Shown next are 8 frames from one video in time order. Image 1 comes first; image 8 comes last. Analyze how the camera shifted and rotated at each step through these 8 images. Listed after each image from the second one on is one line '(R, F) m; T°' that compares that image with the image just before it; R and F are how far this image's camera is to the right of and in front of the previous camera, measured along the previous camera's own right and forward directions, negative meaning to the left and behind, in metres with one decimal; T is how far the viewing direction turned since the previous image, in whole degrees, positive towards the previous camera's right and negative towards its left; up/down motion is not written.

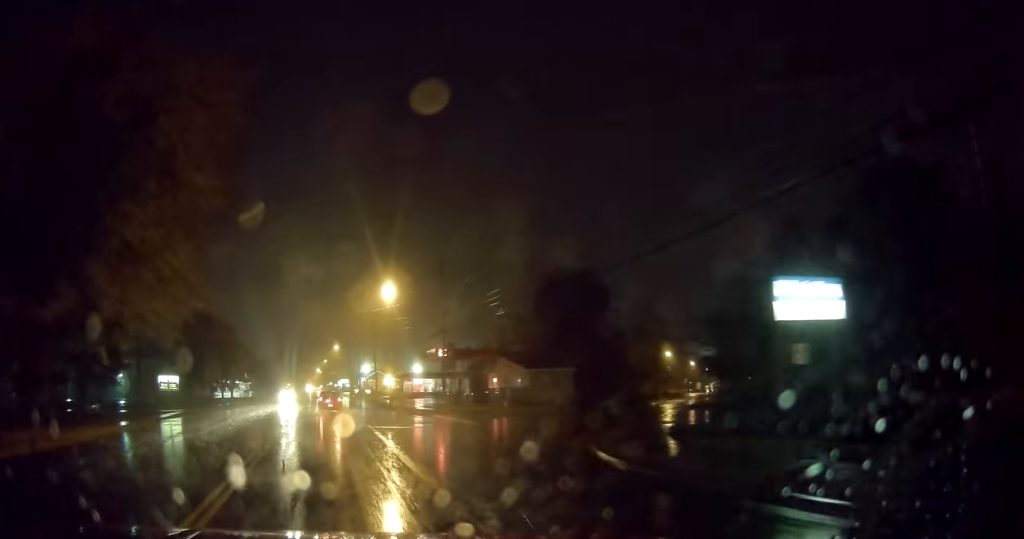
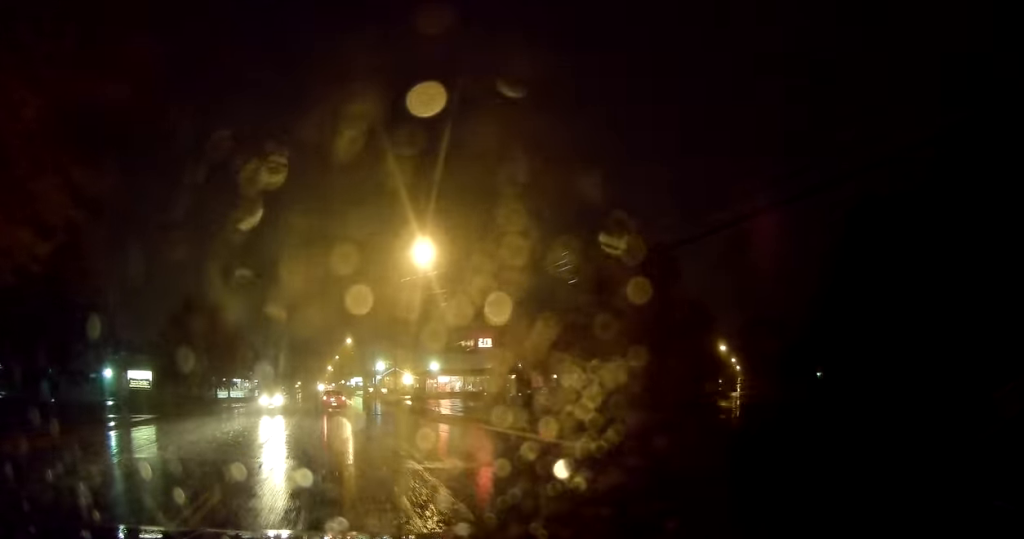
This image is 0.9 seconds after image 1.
(-0.1, +13.1) m; -1°
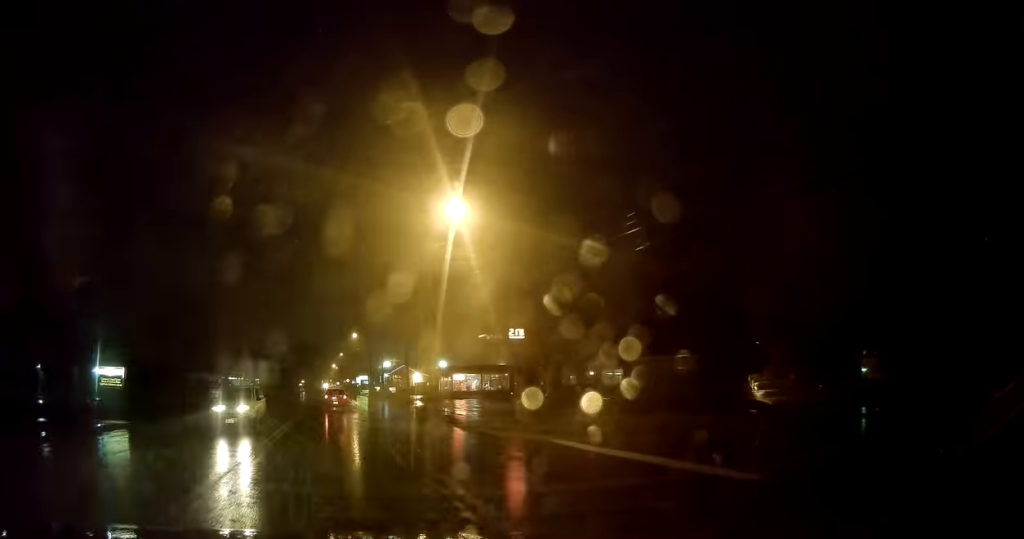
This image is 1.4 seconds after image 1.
(0.0, +7.8) m; -1°
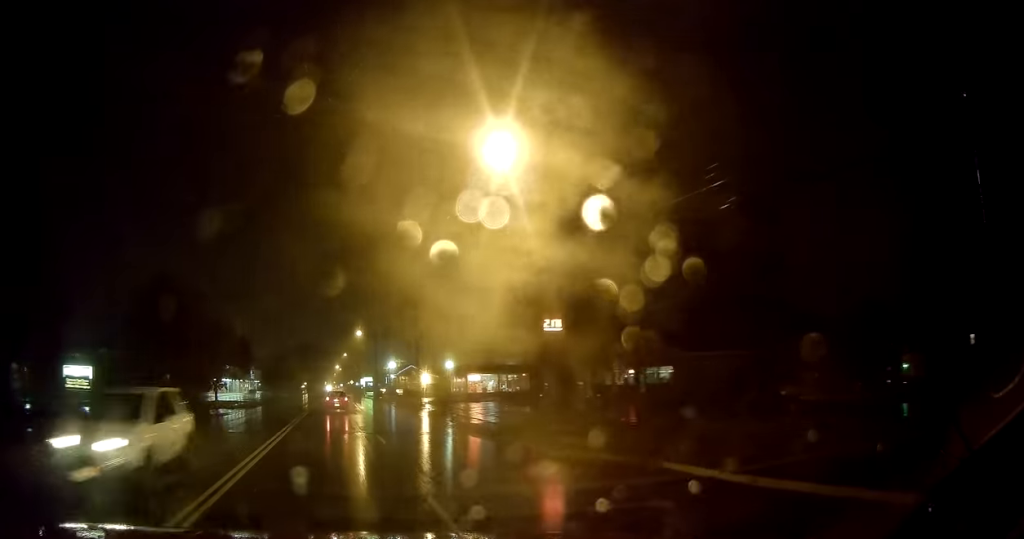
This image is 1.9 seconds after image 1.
(-0.1, +6.8) m; -1°
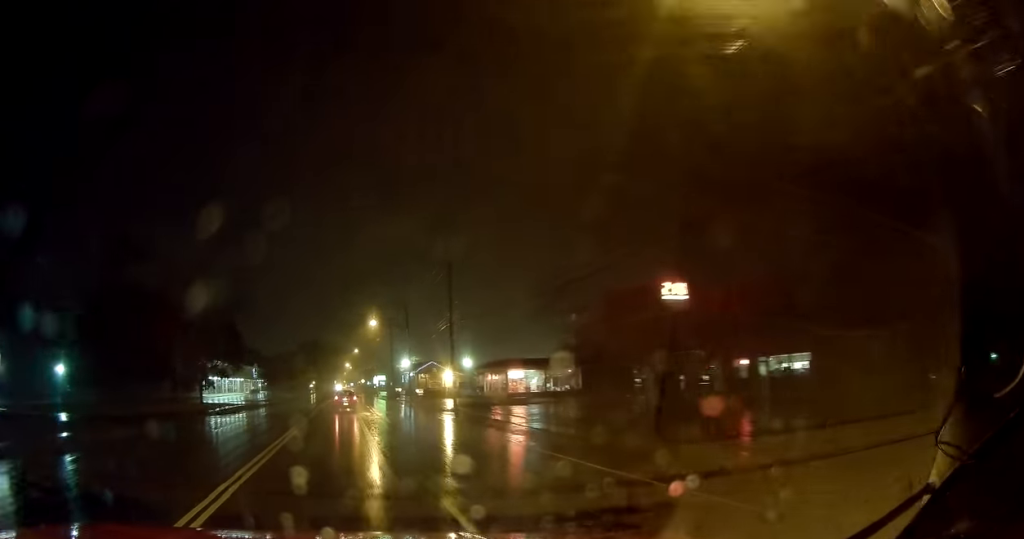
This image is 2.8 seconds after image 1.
(-0.2, +12.8) m; -1°
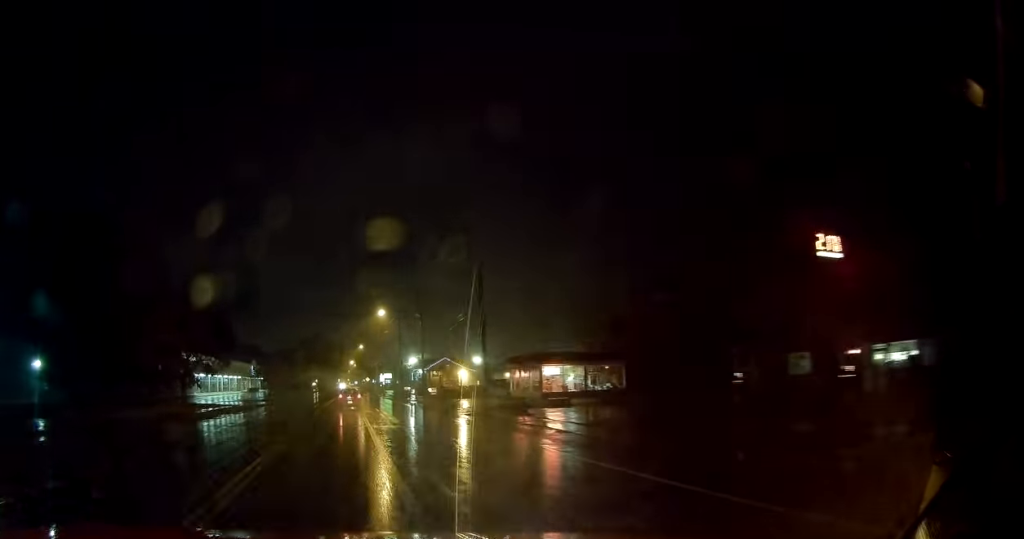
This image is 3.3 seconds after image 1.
(-0.1, +8.6) m; 0°
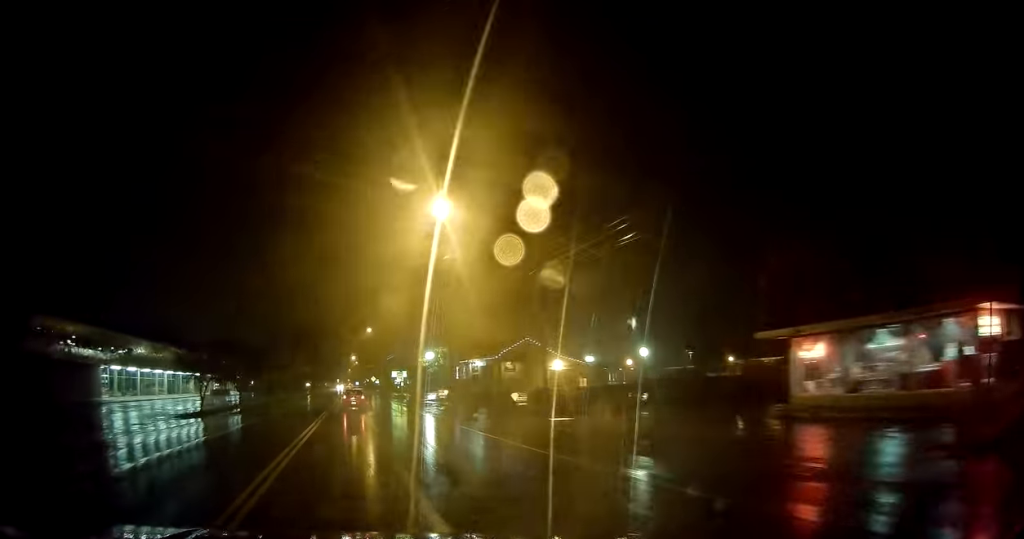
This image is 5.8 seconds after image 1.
(+0.6, +38.0) m; +1°
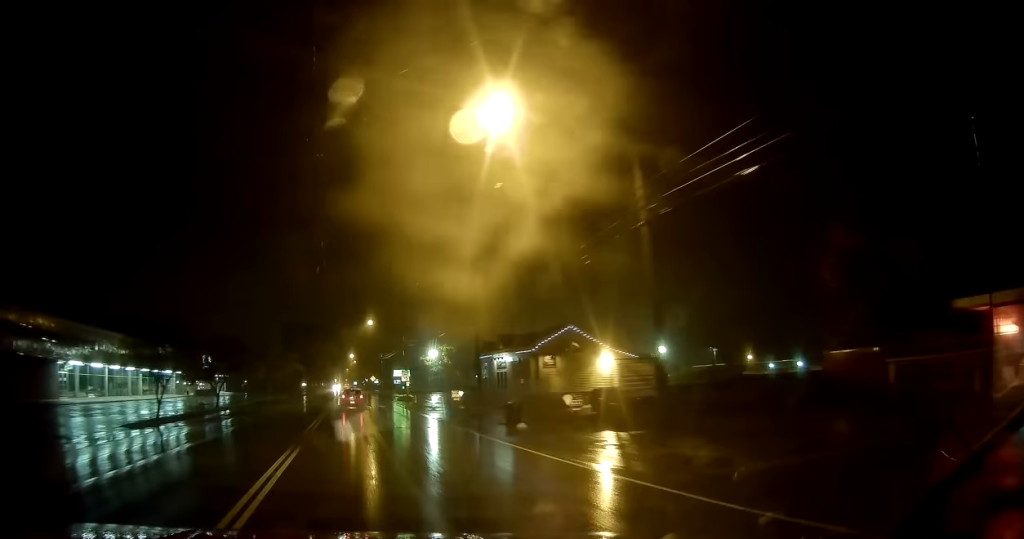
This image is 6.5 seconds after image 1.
(0.0, +9.6) m; -1°
